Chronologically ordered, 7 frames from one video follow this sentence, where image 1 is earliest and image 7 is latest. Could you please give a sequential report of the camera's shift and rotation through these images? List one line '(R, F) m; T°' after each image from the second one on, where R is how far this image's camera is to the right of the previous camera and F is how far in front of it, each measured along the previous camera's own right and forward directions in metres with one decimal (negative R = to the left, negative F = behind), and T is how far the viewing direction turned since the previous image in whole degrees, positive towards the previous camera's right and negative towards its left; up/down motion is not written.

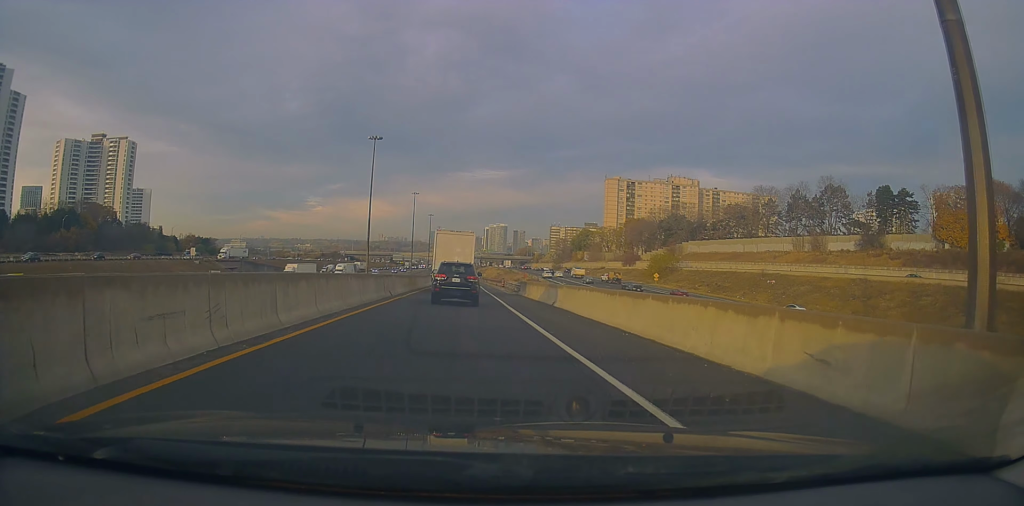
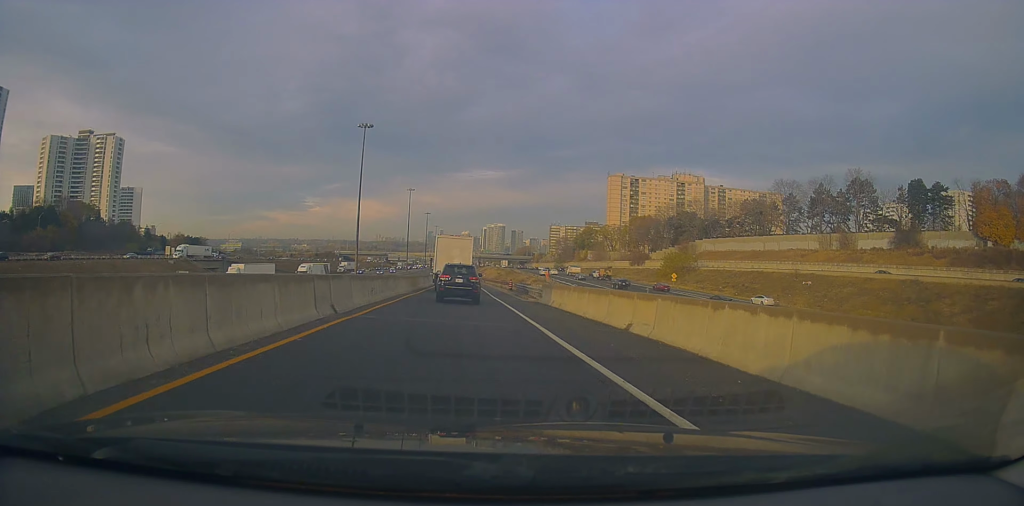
(+0.5, +12.1) m; +2°
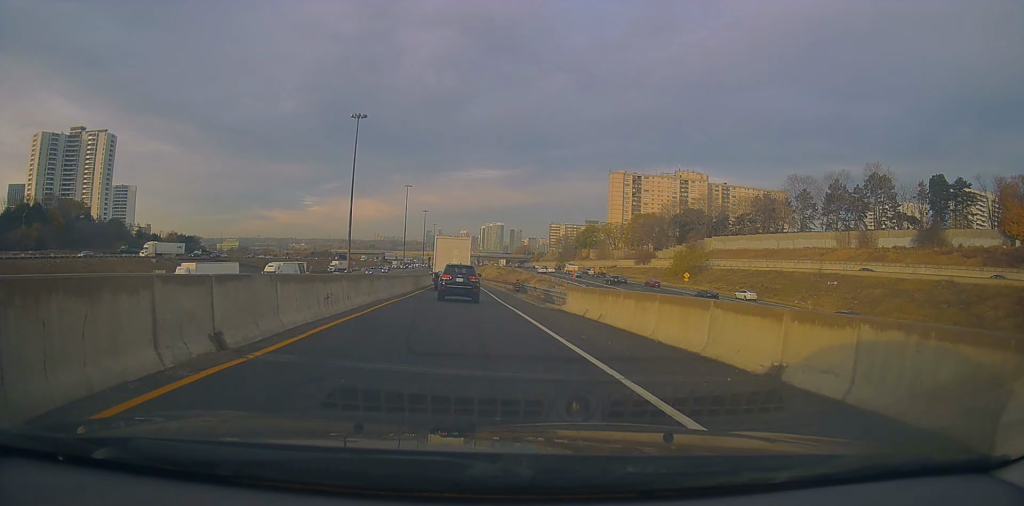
(+0.1, +7.1) m; 0°
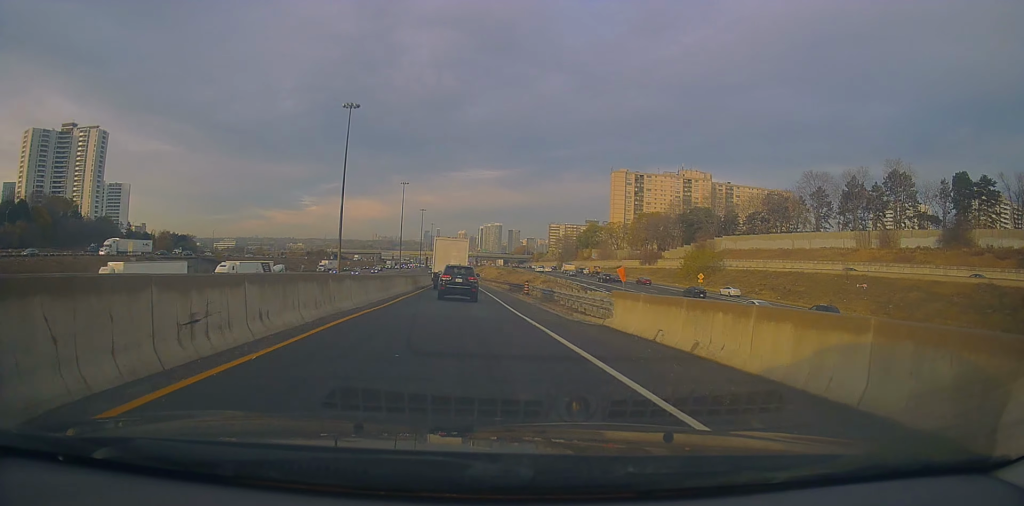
(+0.1, +7.5) m; -1°
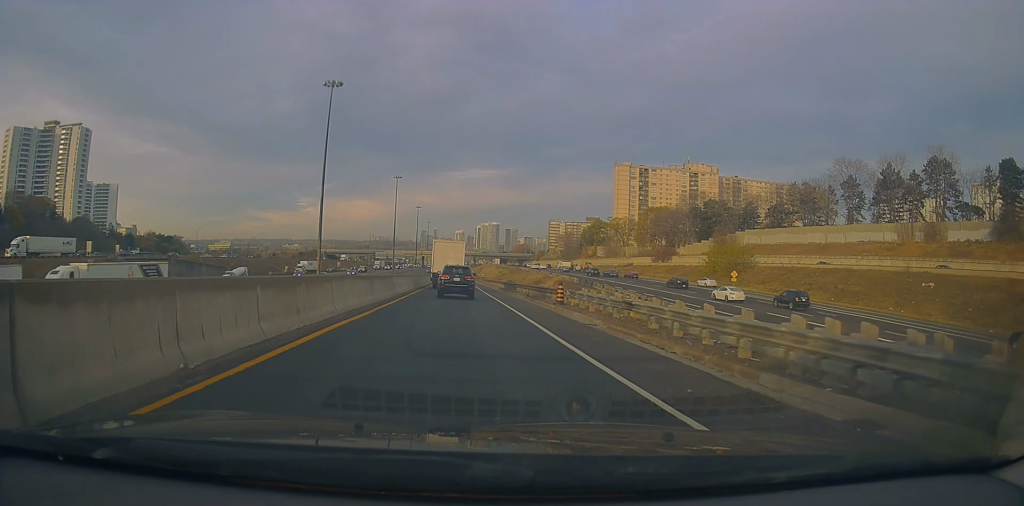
(-0.2, +13.8) m; 0°
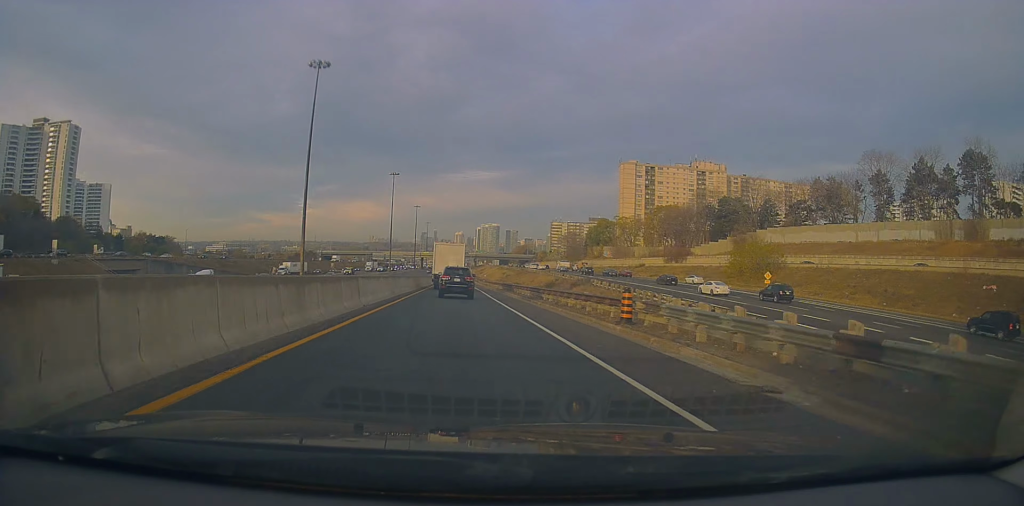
(-0.3, +10.6) m; +1°
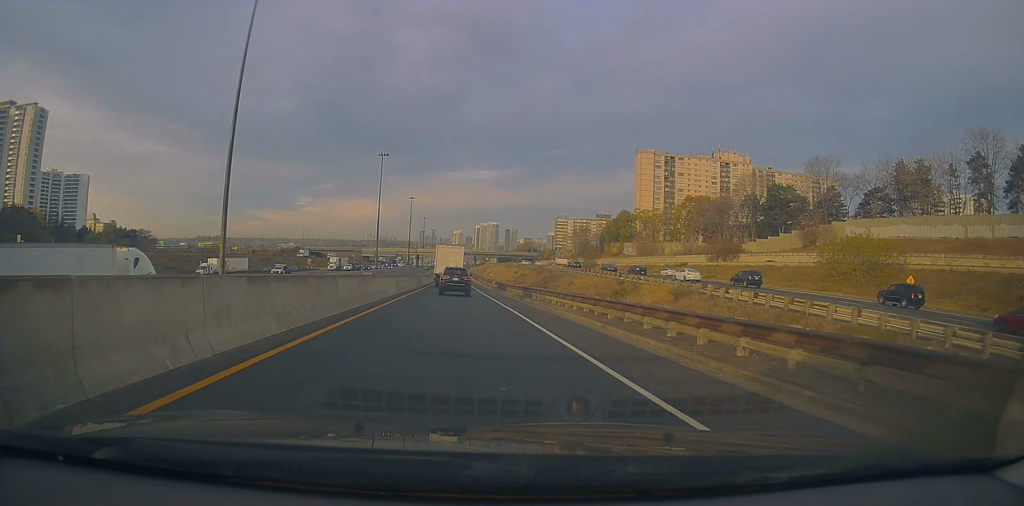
(+0.3, +30.1) m; -2°
